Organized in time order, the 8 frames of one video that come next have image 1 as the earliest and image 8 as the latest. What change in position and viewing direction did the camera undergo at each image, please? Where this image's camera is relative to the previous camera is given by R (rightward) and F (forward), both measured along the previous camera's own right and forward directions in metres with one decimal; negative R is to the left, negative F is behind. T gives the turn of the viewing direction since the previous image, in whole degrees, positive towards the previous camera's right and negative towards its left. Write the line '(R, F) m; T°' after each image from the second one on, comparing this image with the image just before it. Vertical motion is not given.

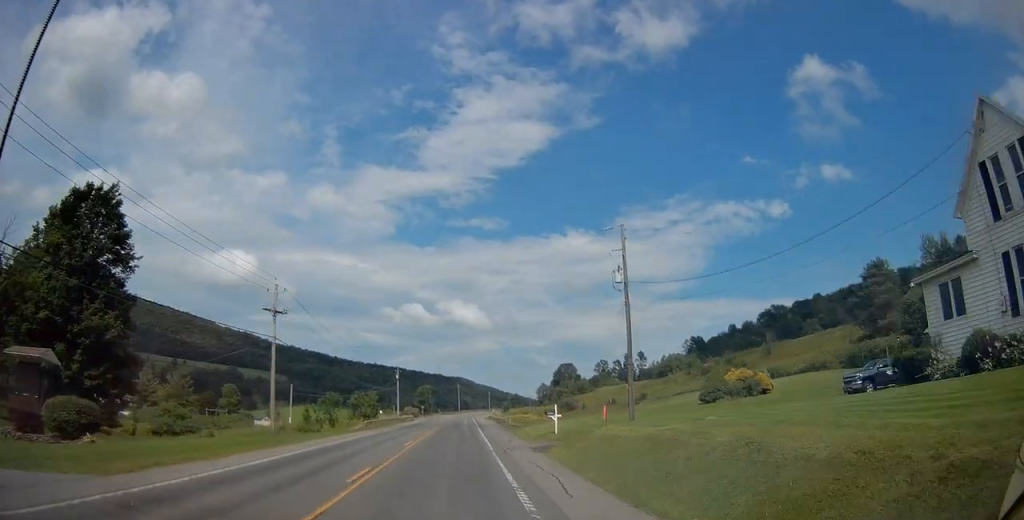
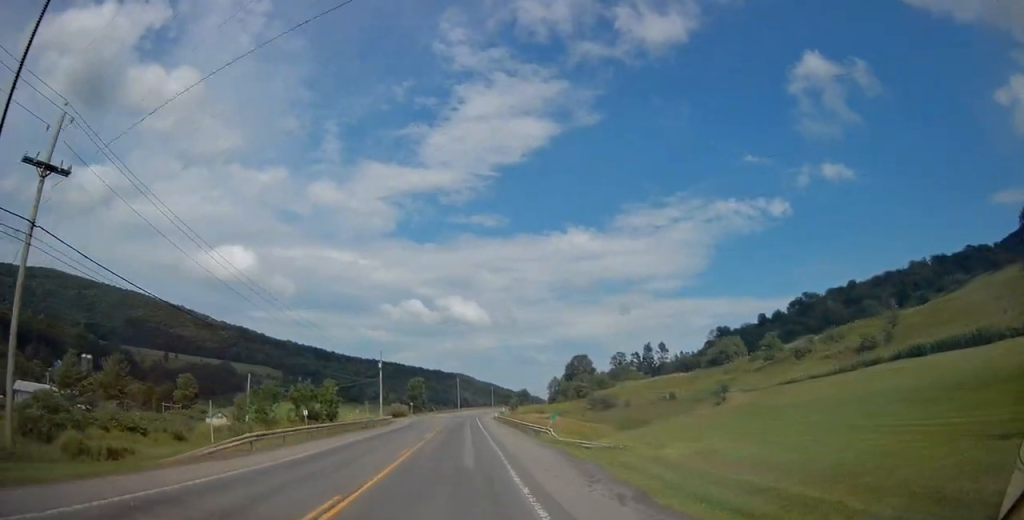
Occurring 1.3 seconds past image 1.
(+0.4, +29.7) m; +1°
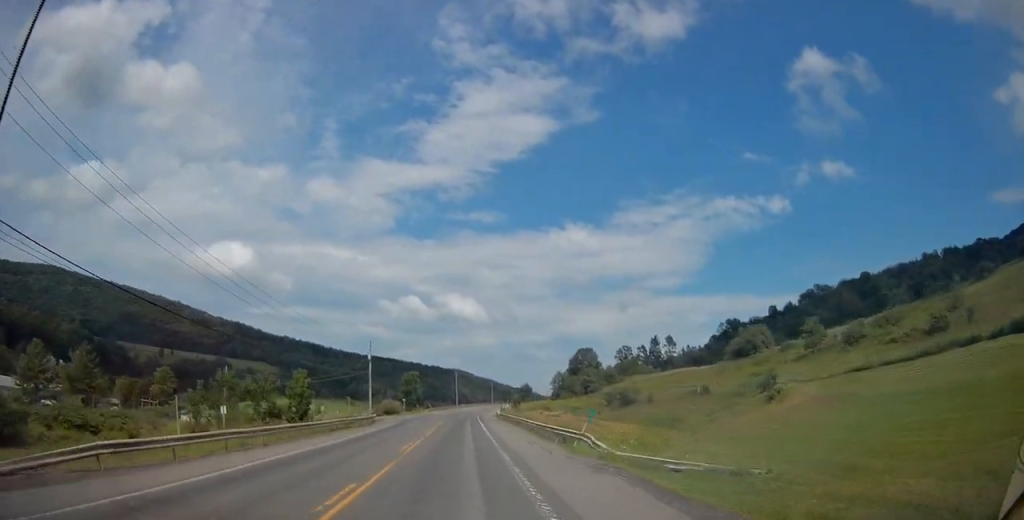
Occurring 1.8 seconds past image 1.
(0.0, +11.1) m; 0°
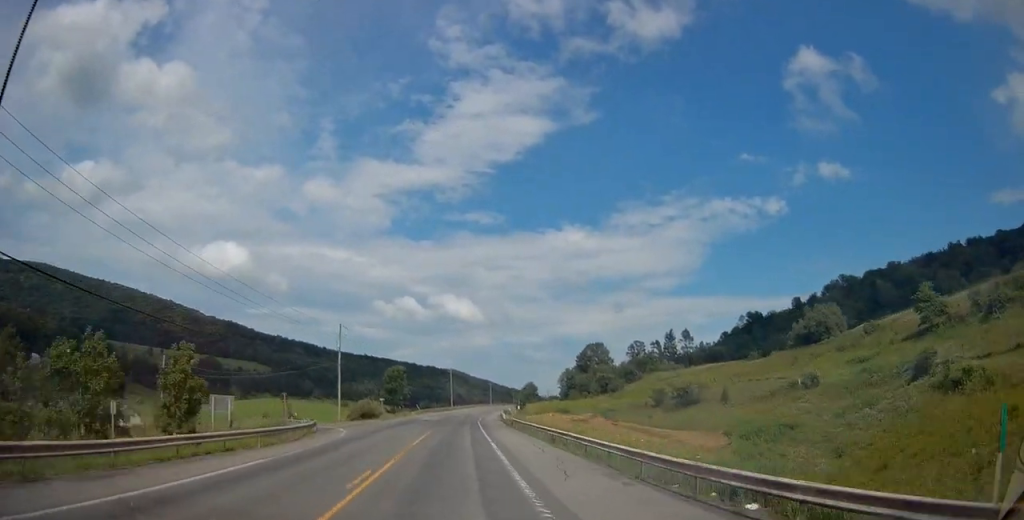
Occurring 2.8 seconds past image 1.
(-0.3, +22.4) m; 0°
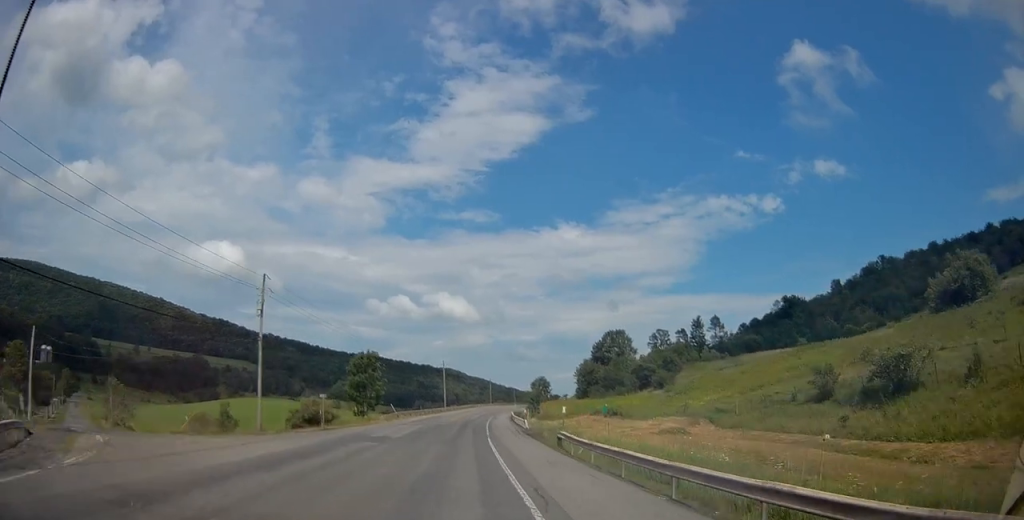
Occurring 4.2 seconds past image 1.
(+0.4, +30.2) m; +2°
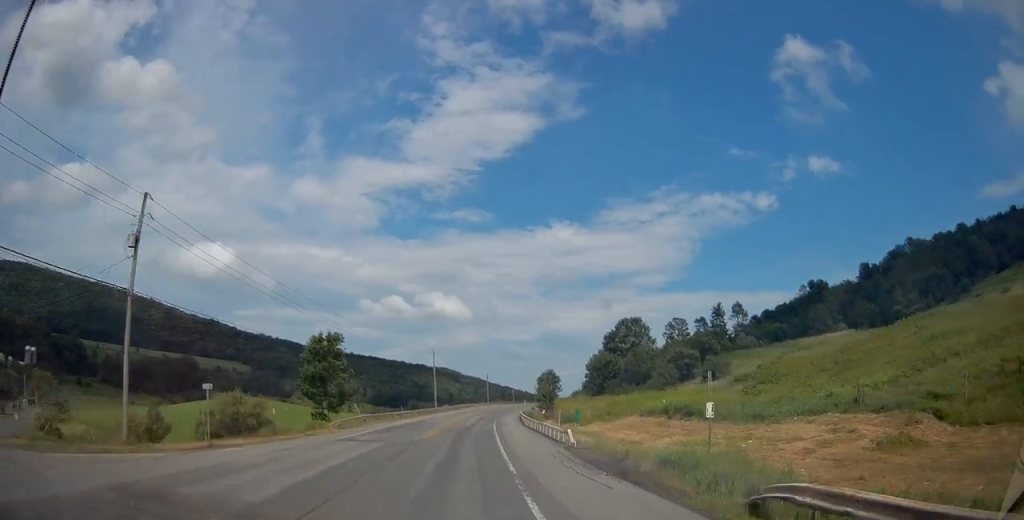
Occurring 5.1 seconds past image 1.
(+0.1, +20.4) m; +1°
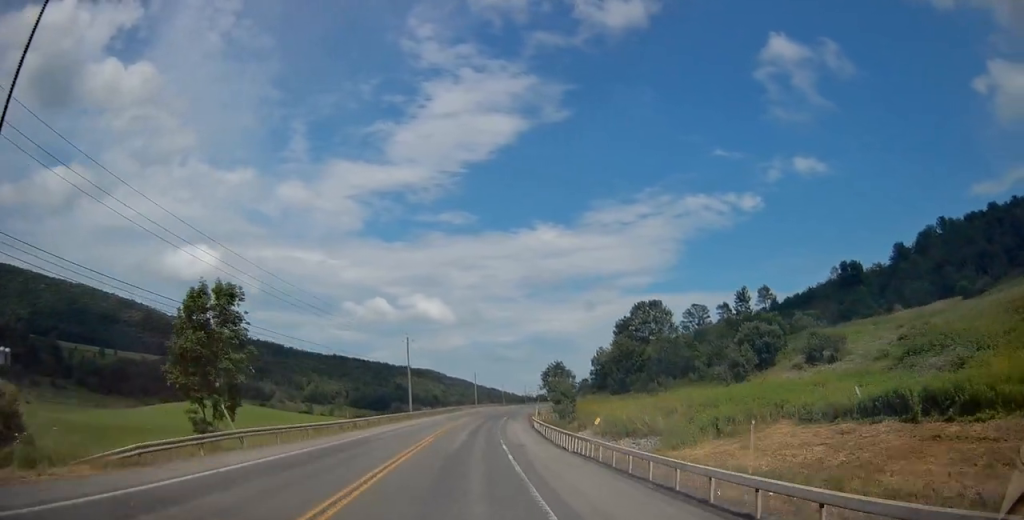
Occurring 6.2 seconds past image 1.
(+0.1, +25.1) m; +2°
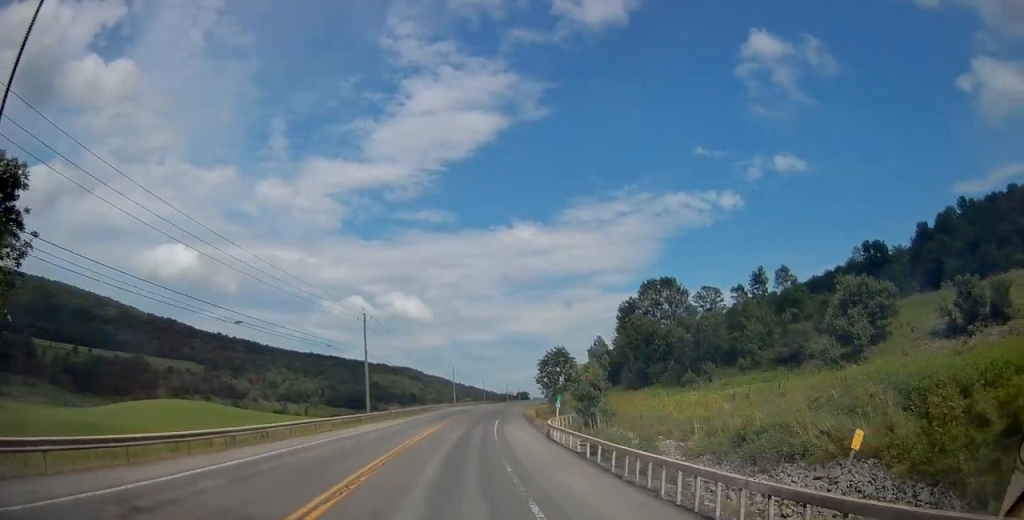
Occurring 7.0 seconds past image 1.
(+0.4, +19.9) m; +2°
